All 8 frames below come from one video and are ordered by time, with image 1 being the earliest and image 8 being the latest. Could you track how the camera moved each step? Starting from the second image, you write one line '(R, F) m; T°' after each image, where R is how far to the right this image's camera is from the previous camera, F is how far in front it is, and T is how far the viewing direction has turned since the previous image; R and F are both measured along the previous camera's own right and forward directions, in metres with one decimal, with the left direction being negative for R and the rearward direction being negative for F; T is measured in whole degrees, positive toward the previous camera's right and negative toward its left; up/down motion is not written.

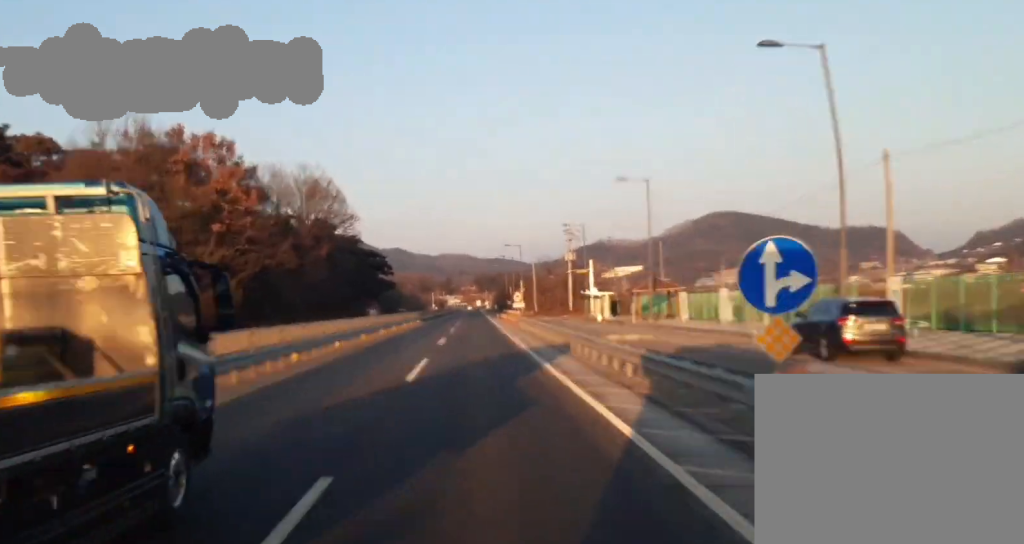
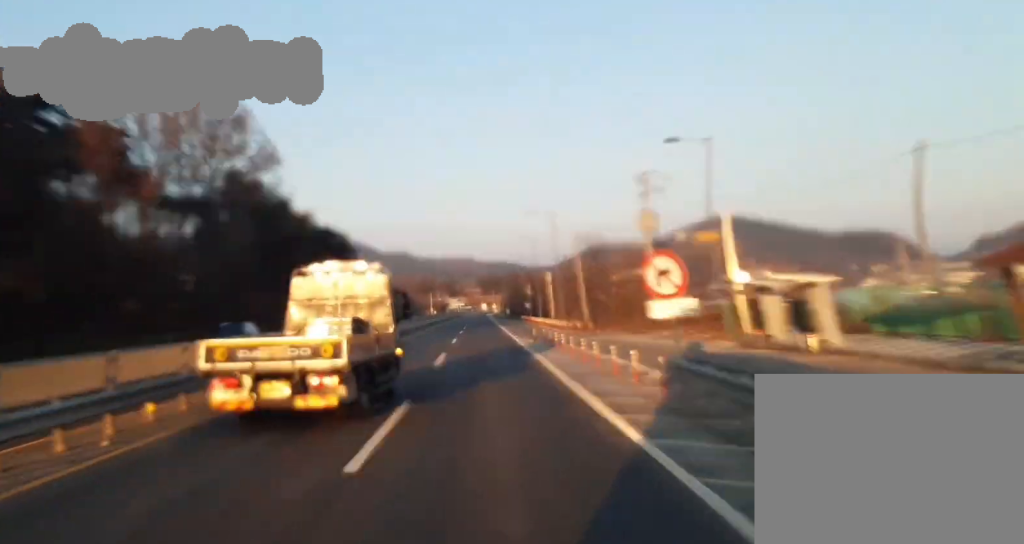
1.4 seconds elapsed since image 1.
(-0.1, +55.6) m; 0°
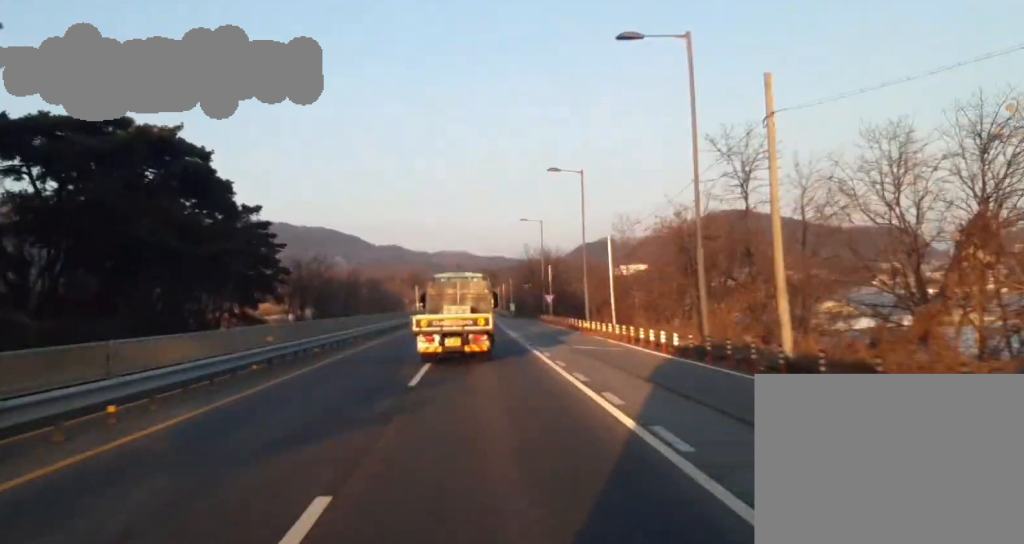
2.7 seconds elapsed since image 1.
(-0.3, +53.0) m; -1°
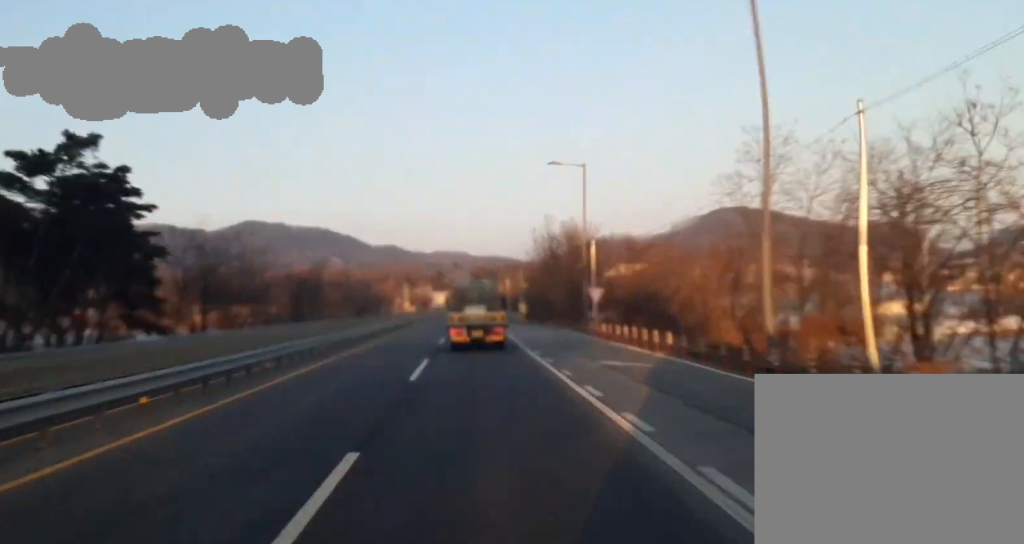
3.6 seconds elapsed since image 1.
(-0.2, +38.0) m; +1°
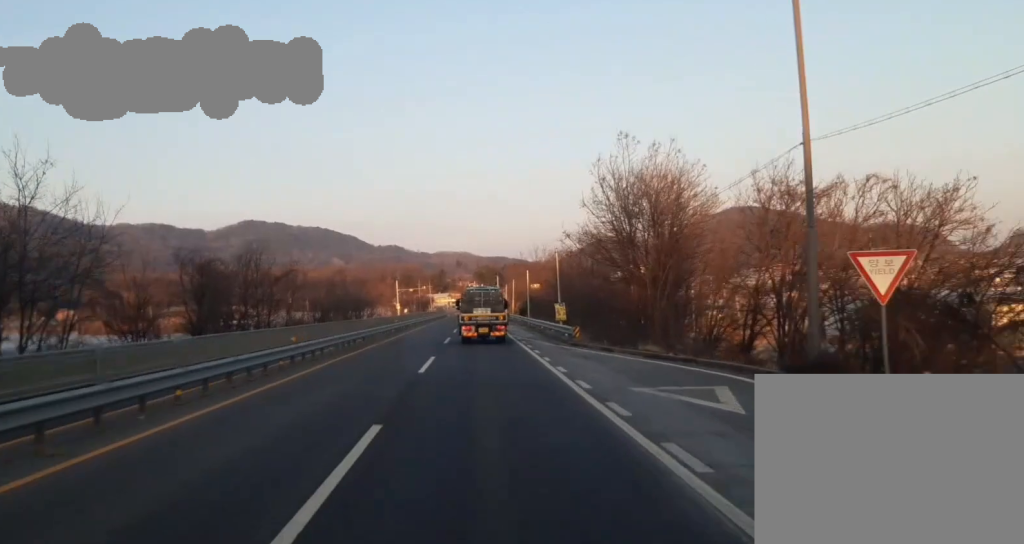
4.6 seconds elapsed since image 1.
(+0.5, +39.4) m; +1°
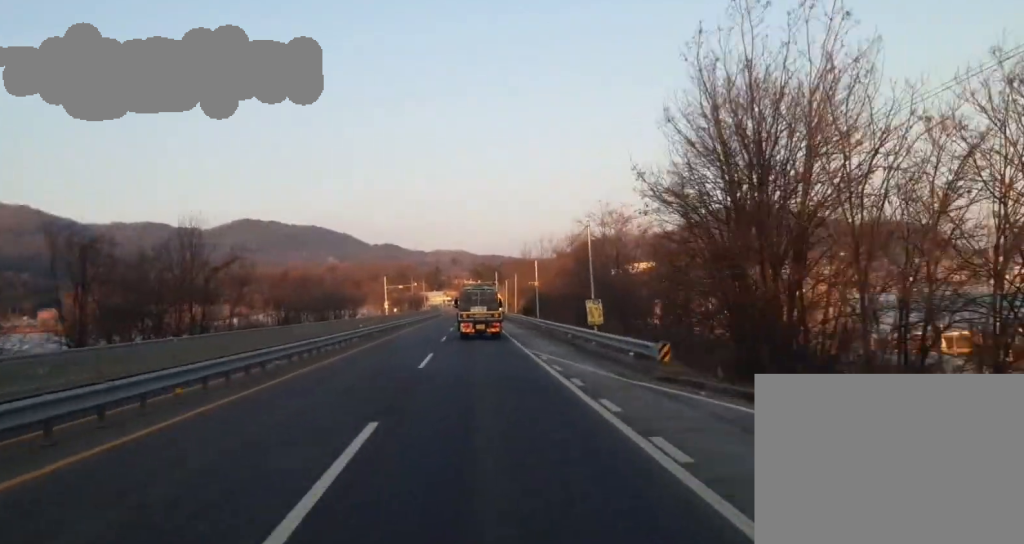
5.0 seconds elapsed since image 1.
(+0.2, +18.9) m; +1°
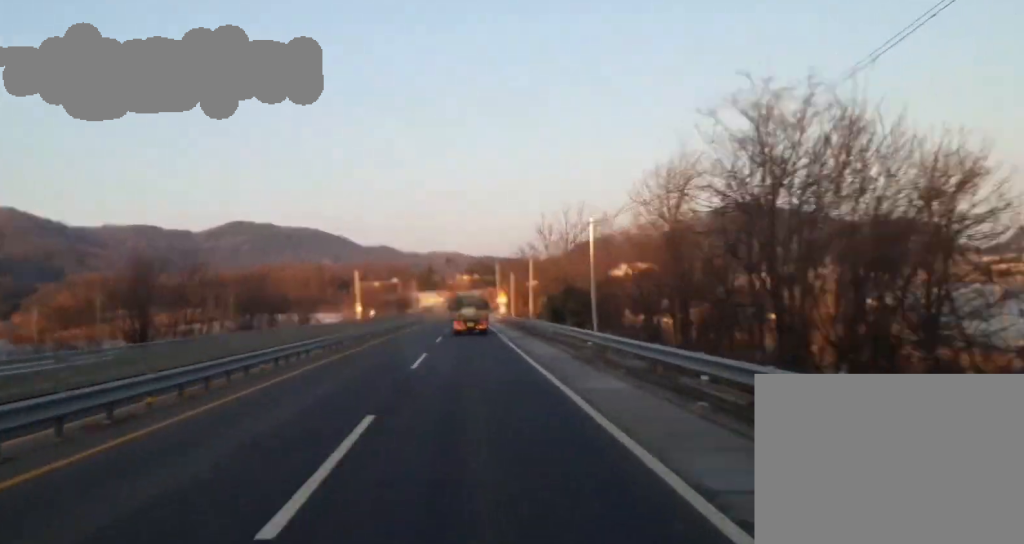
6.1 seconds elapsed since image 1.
(+0.2, +41.9) m; 0°
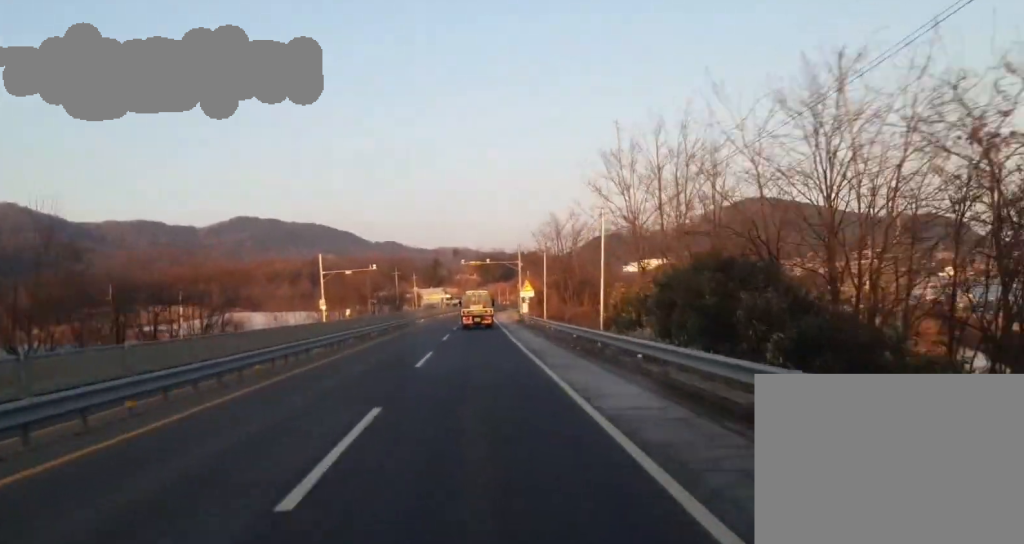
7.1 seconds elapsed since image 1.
(-0.3, +40.3) m; -1°
